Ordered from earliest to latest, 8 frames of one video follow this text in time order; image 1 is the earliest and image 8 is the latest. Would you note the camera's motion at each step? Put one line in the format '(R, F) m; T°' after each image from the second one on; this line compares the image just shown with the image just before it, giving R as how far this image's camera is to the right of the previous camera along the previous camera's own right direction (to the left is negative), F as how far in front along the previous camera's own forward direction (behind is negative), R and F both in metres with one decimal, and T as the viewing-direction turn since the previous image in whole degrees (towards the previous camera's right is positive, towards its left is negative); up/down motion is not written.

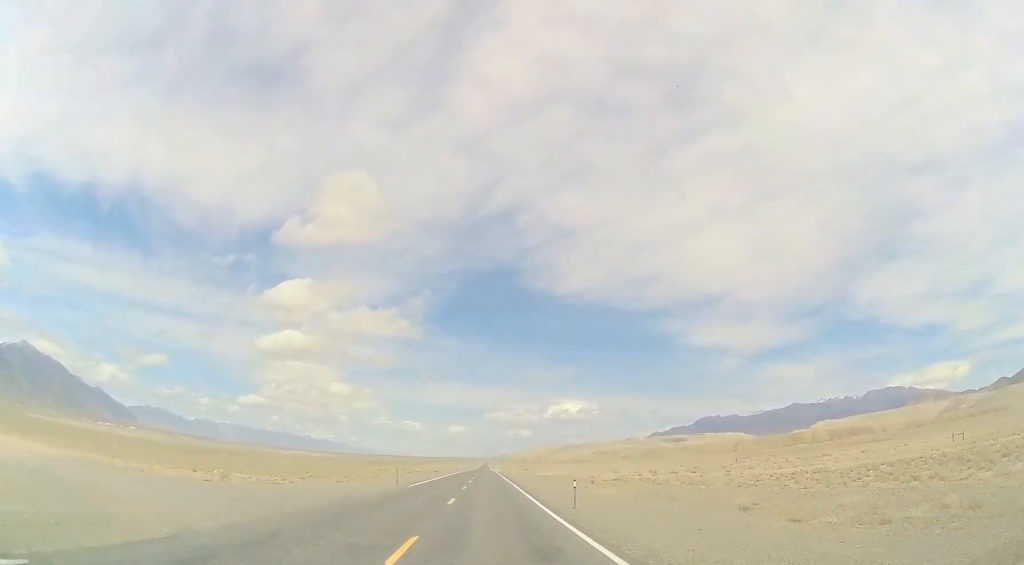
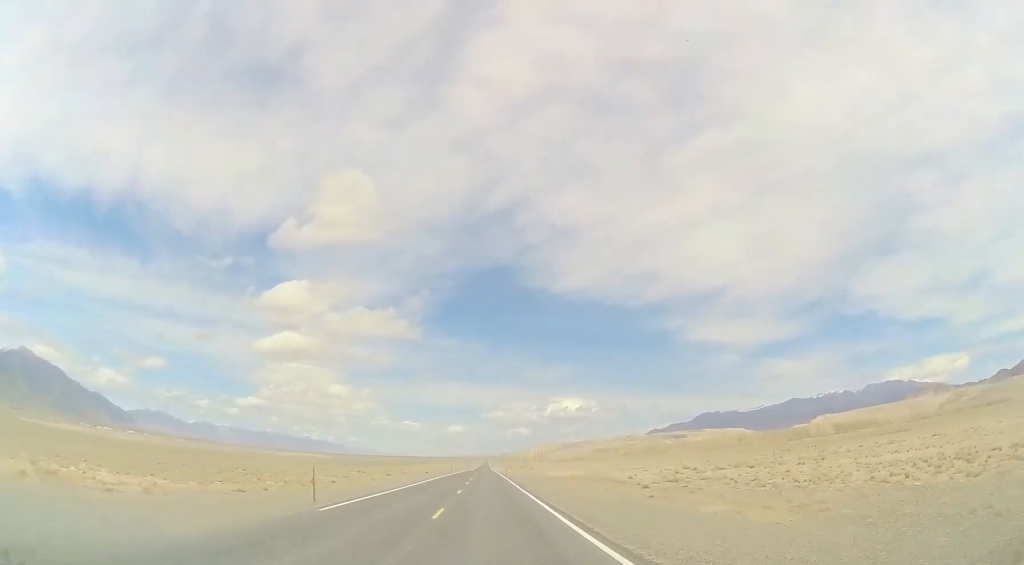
(0.0, +20.1) m; 0°
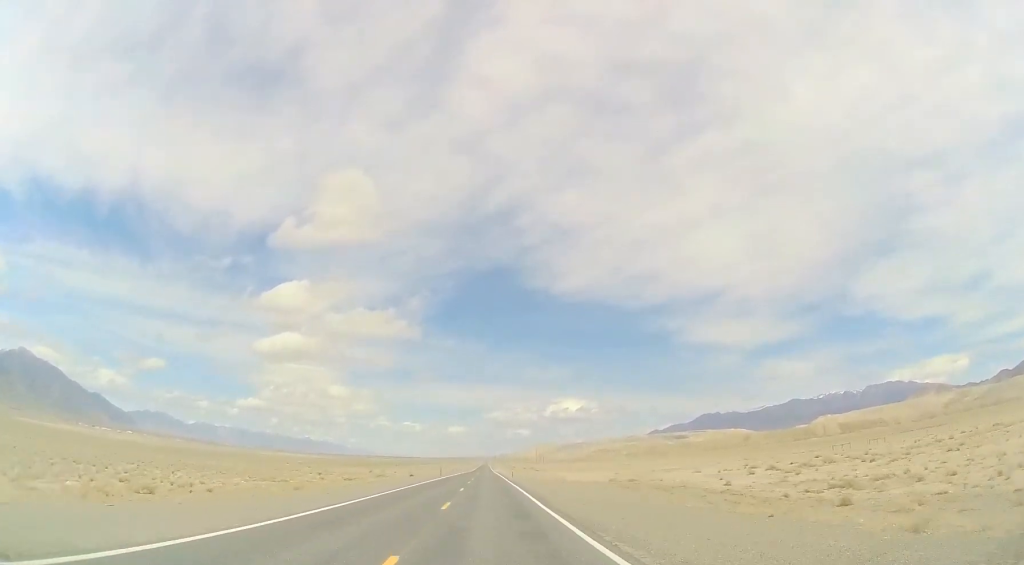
(0.0, +23.5) m; 0°
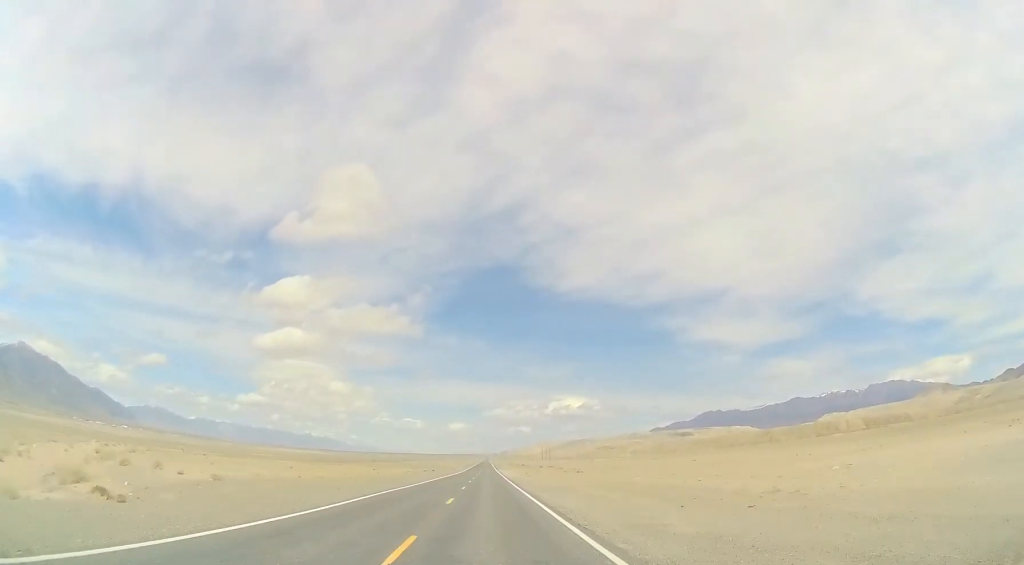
(-0.1, +80.6) m; 0°
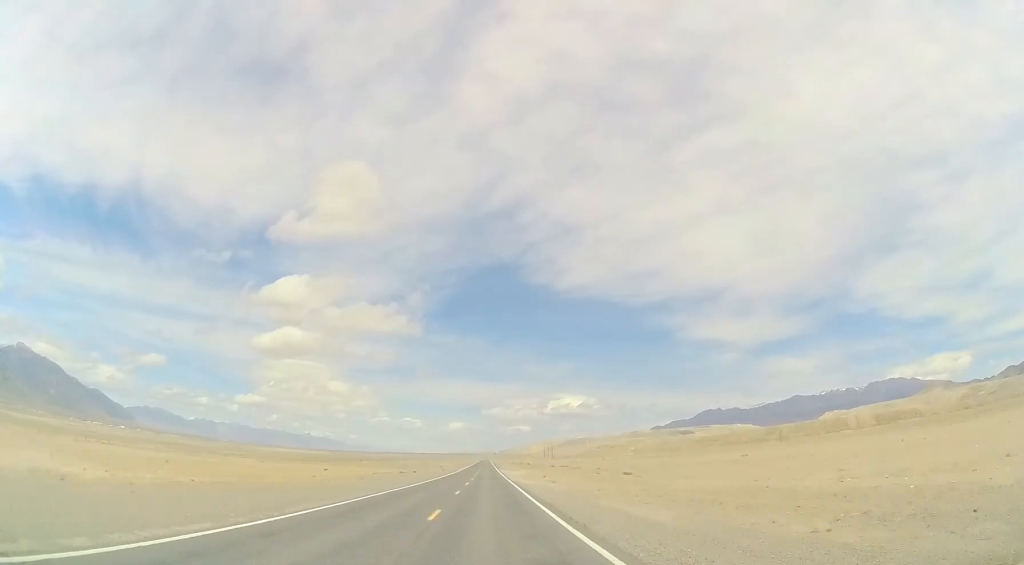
(-0.1, +33.5) m; 0°
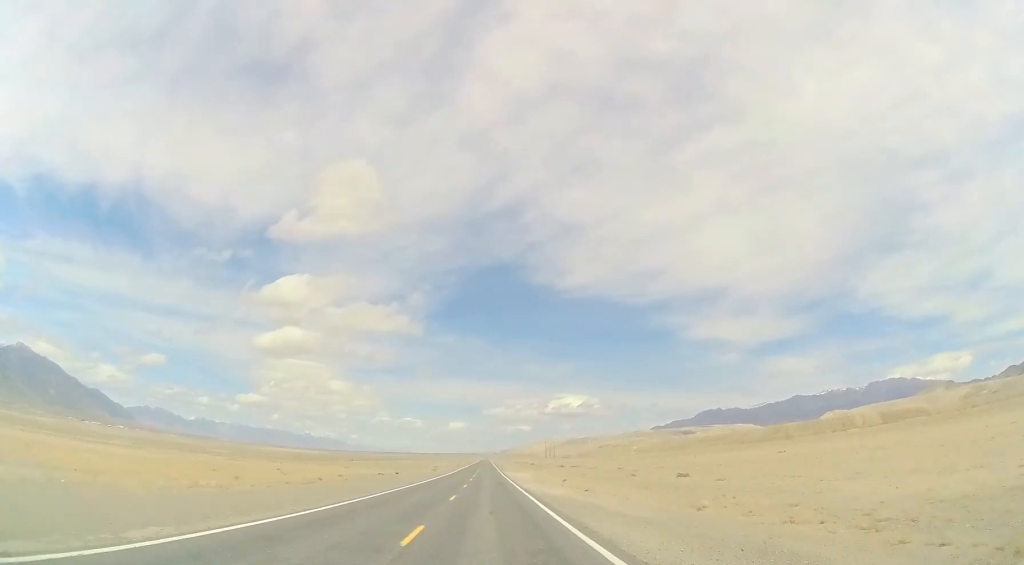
(+0.2, +18.4) m; 0°
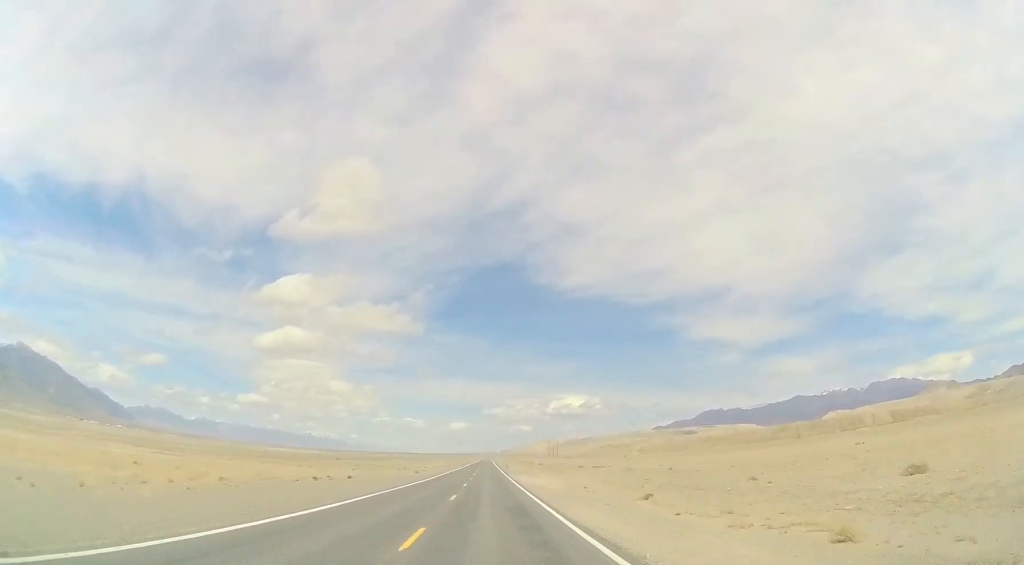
(-0.4, +27.8) m; 0°
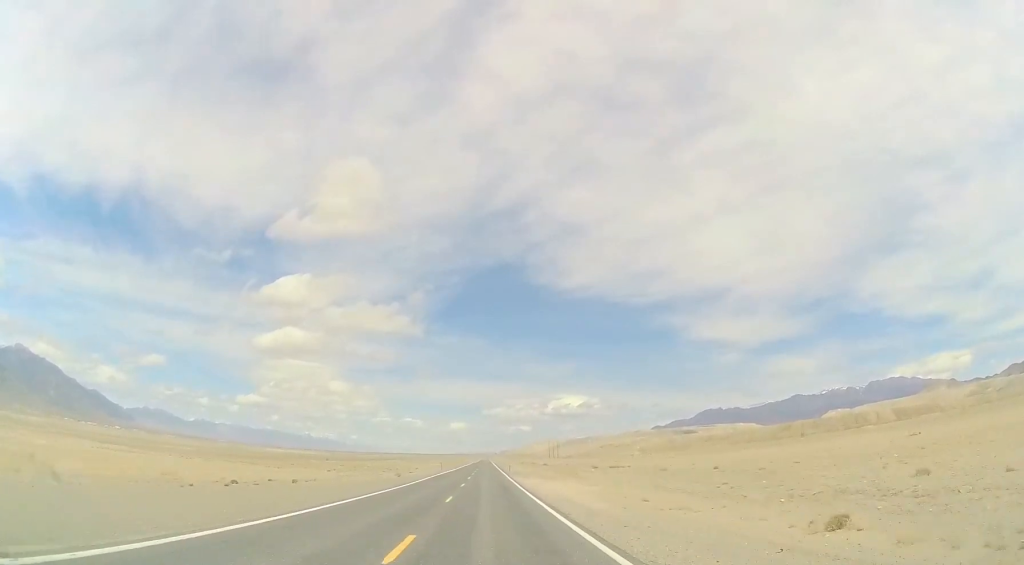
(-0.1, +15.1) m; 0°
